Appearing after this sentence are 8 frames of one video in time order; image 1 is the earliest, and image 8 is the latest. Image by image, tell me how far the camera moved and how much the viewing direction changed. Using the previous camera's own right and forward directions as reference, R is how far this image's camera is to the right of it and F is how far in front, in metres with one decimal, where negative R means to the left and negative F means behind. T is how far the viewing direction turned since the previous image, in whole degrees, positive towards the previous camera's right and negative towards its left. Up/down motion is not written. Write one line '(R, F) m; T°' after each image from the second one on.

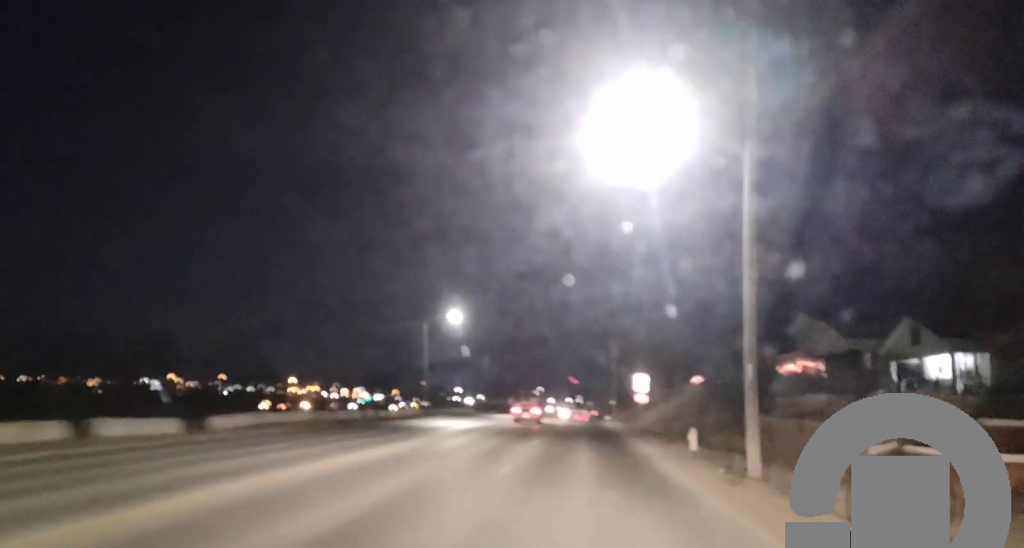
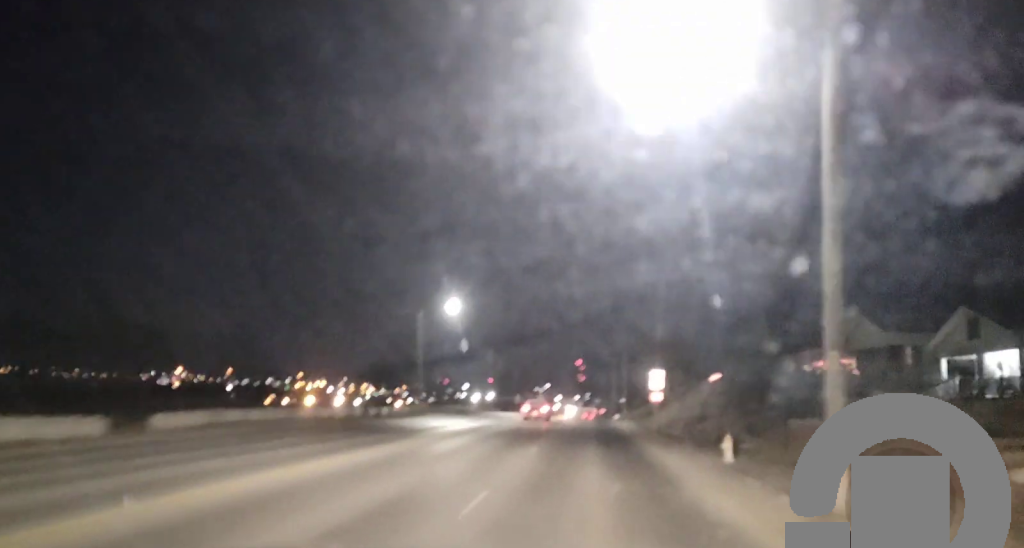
(+0.1, +5.4) m; 0°
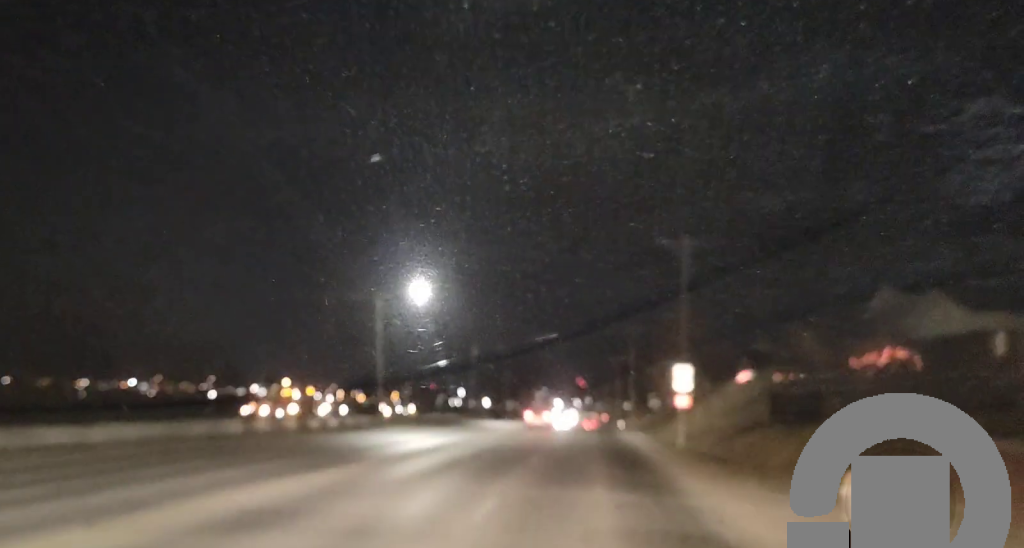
(-0.1, +11.1) m; -1°
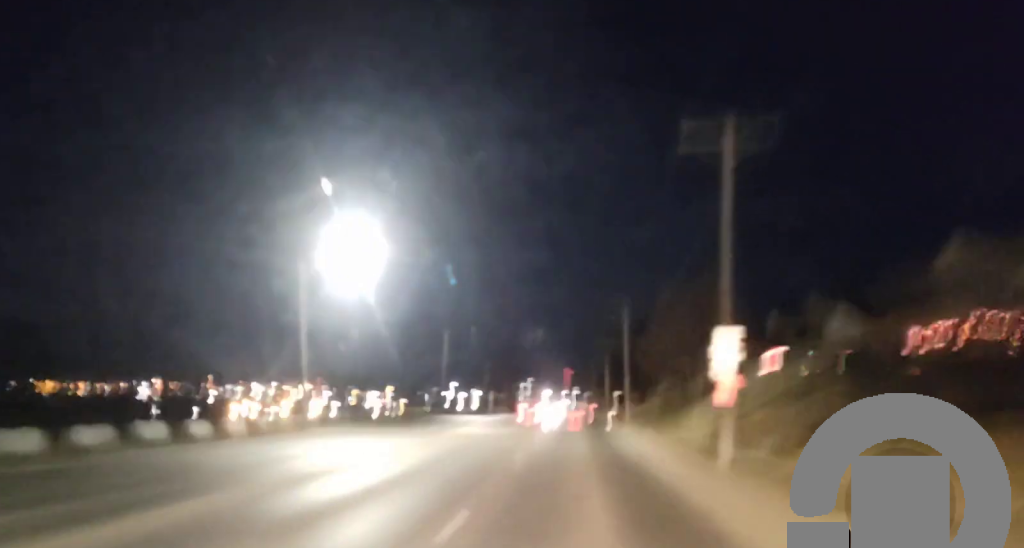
(-0.2, +14.8) m; 0°
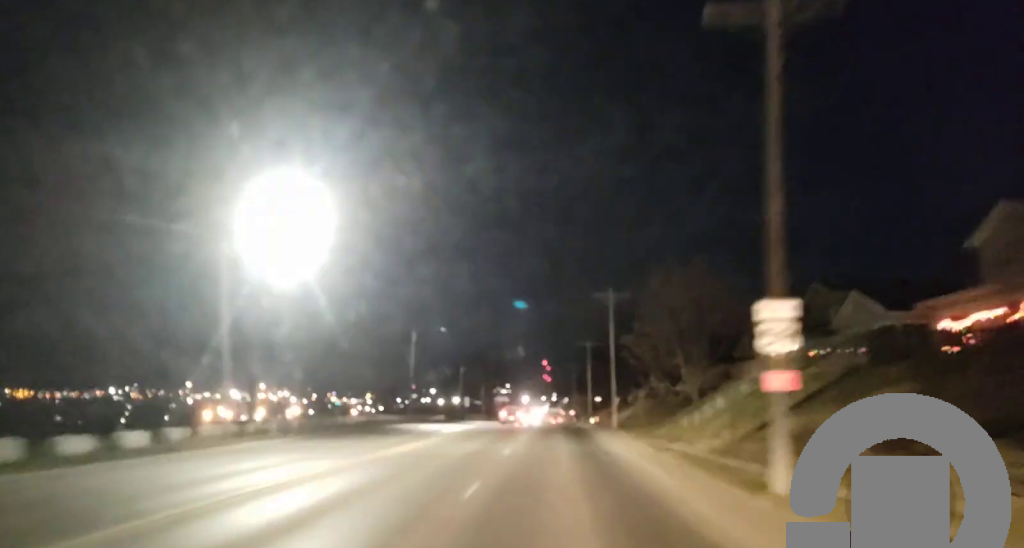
(-0.1, +7.5) m; +1°
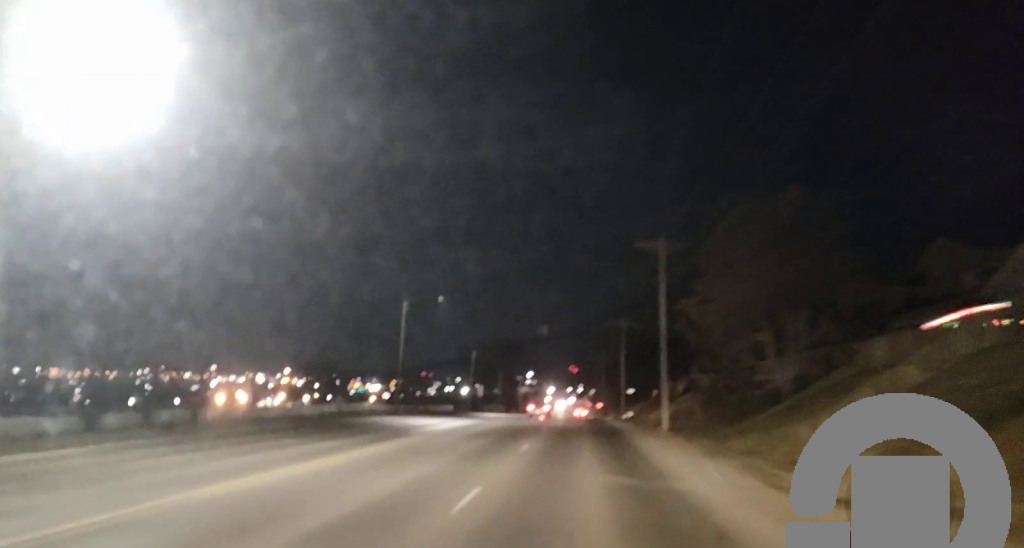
(+0.4, +15.3) m; 0°
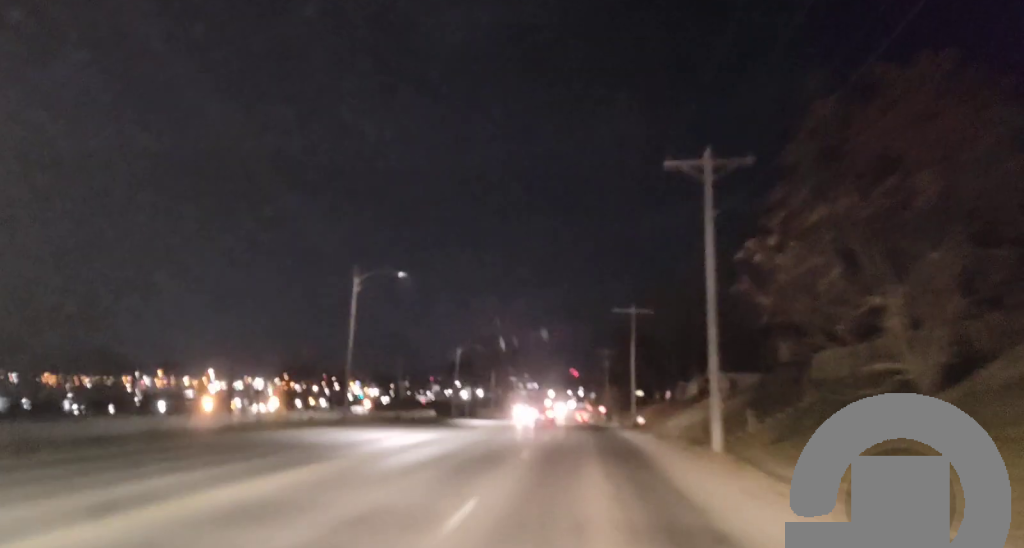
(-0.5, +13.6) m; -1°
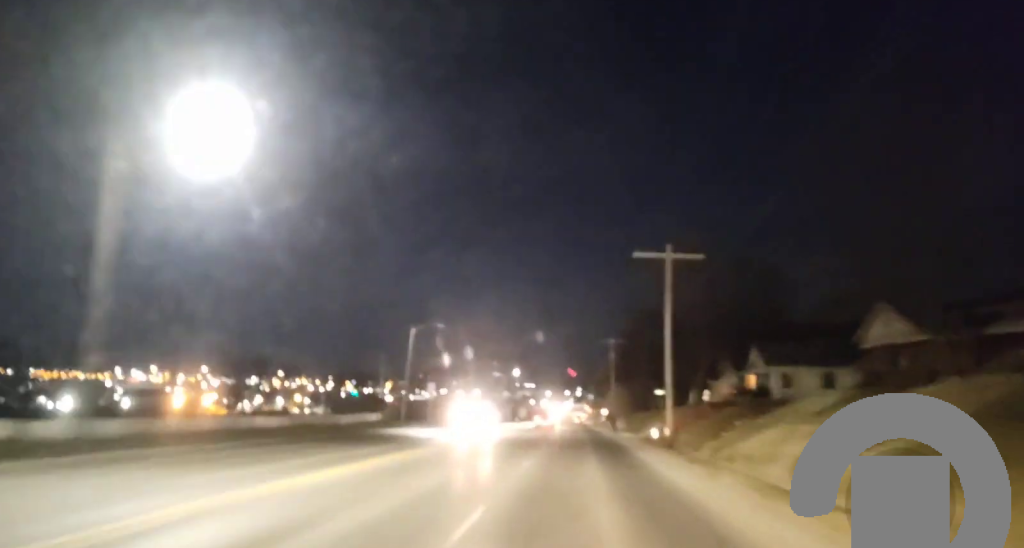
(+0.6, +24.7) m; +1°
